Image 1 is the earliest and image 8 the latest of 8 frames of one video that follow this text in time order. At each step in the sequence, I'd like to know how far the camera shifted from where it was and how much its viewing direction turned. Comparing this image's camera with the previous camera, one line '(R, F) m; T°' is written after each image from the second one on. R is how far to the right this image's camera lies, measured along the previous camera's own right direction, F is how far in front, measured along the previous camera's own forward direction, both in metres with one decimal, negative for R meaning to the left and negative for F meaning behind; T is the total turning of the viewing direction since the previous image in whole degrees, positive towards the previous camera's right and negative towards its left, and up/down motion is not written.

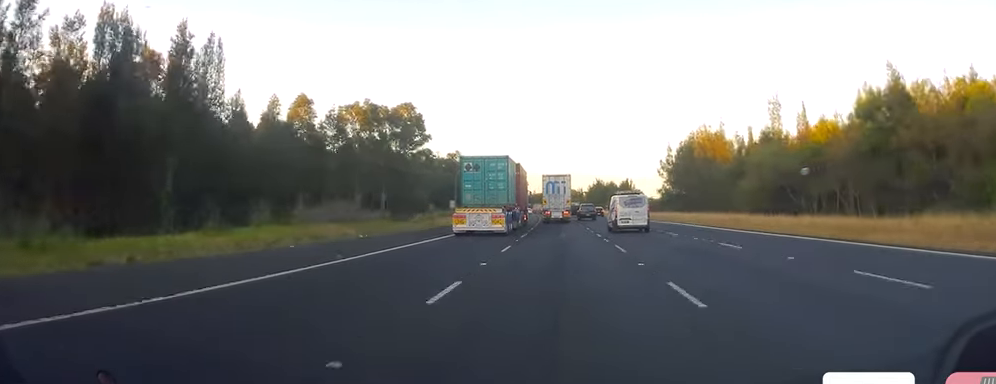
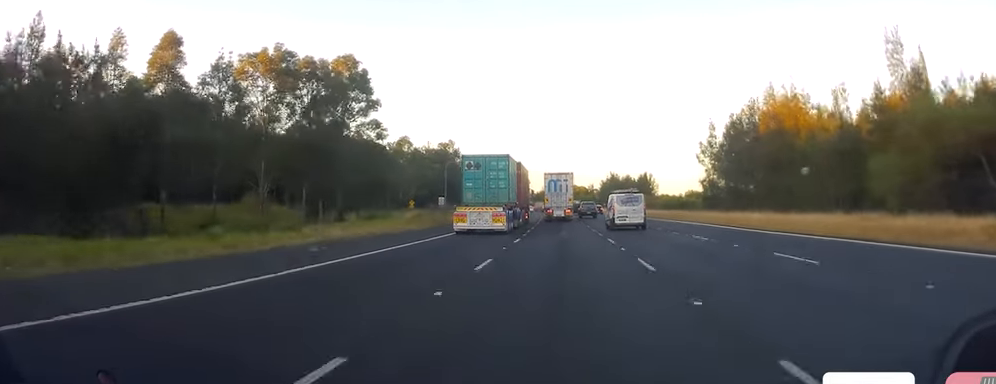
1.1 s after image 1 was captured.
(-0.6, +30.8) m; -1°
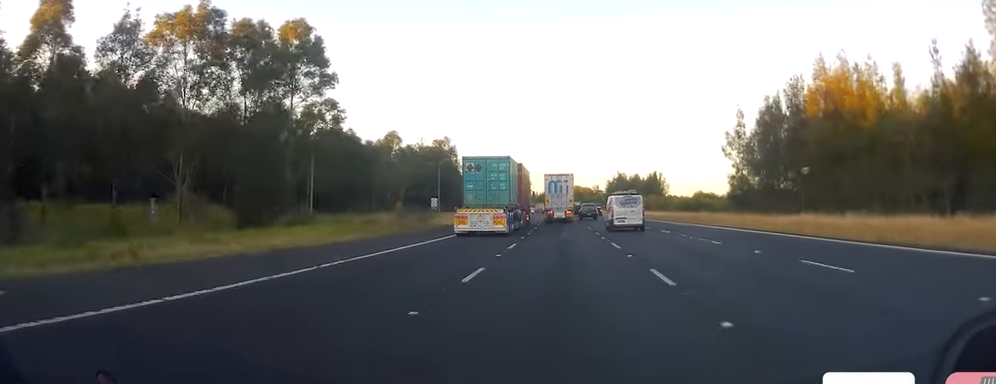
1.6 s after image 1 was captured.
(0.0, +14.1) m; 0°
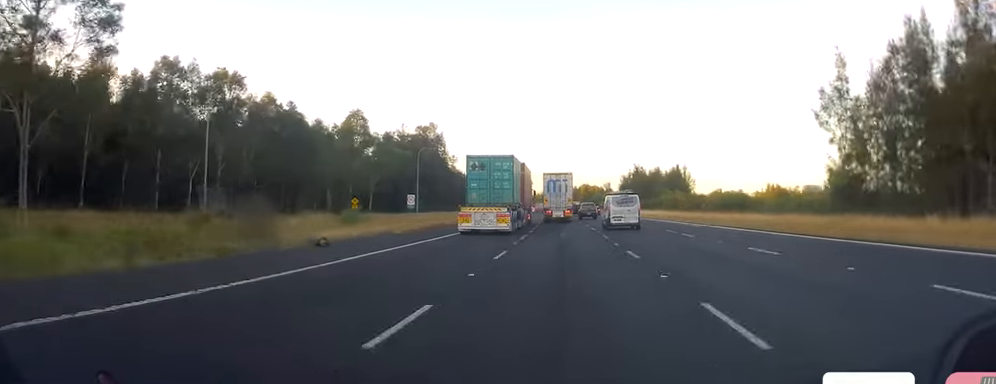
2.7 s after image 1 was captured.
(+0.1, +30.0) m; 0°
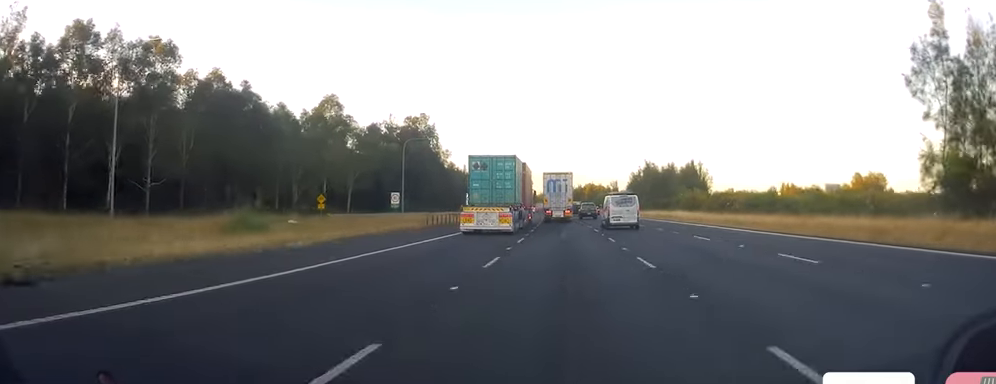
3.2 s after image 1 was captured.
(-0.1, +14.9) m; -1°
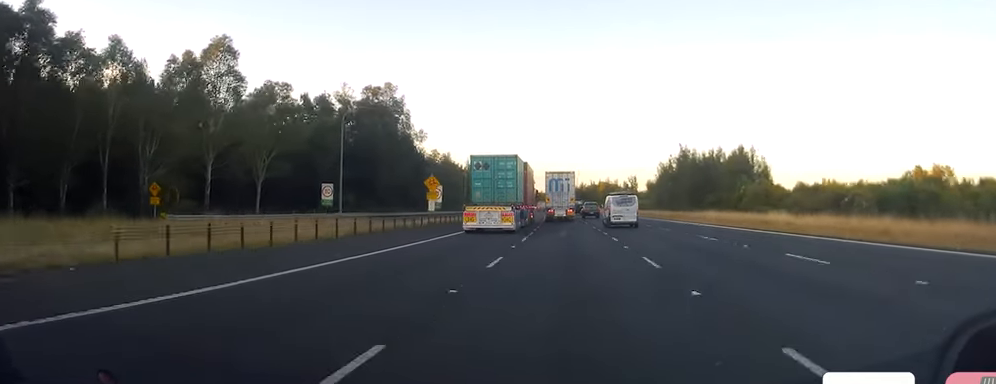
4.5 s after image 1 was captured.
(-0.5, +36.2) m; -2°
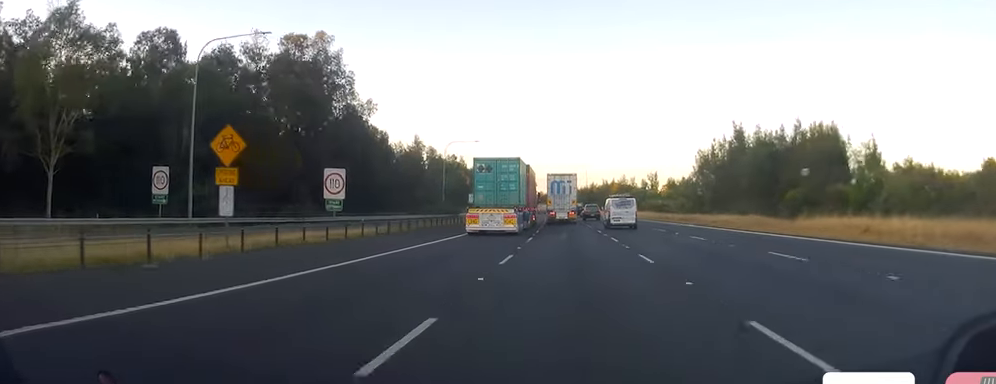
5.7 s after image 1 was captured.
(-0.2, +34.2) m; 0°
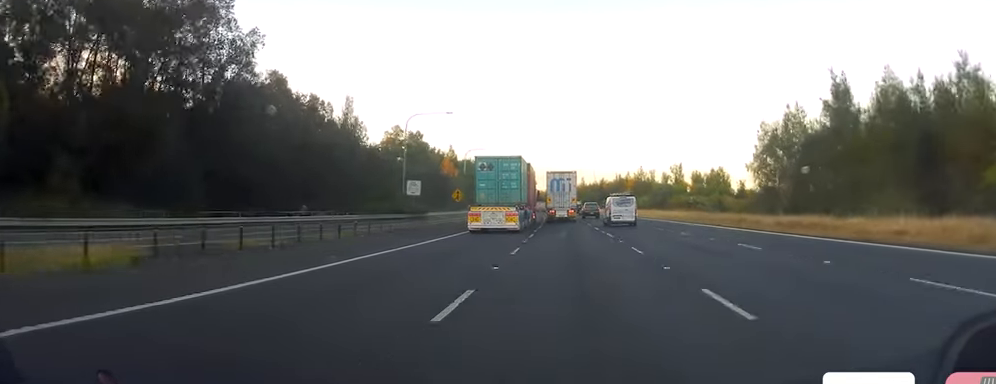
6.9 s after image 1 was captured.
(0.0, +32.3) m; 0°
